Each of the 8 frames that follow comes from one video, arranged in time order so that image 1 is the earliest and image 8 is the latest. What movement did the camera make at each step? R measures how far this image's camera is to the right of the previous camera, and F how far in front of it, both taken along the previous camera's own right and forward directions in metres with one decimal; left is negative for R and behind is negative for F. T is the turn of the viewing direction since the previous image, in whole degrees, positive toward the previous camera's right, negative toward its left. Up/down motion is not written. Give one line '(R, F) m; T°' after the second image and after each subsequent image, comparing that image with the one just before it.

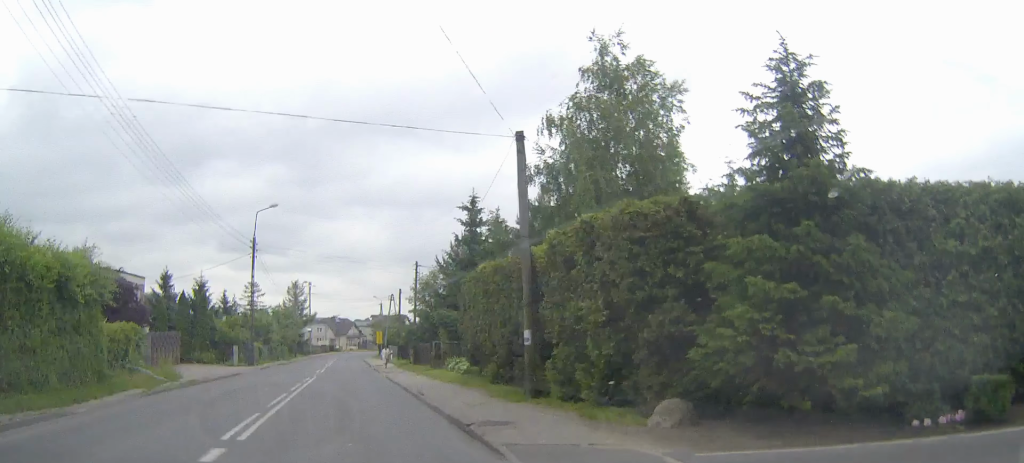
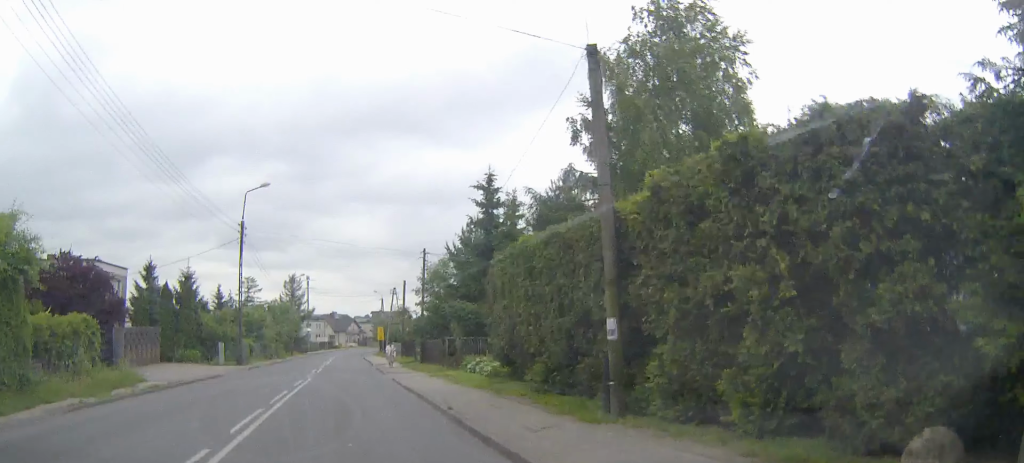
(0.0, +5.4) m; 0°
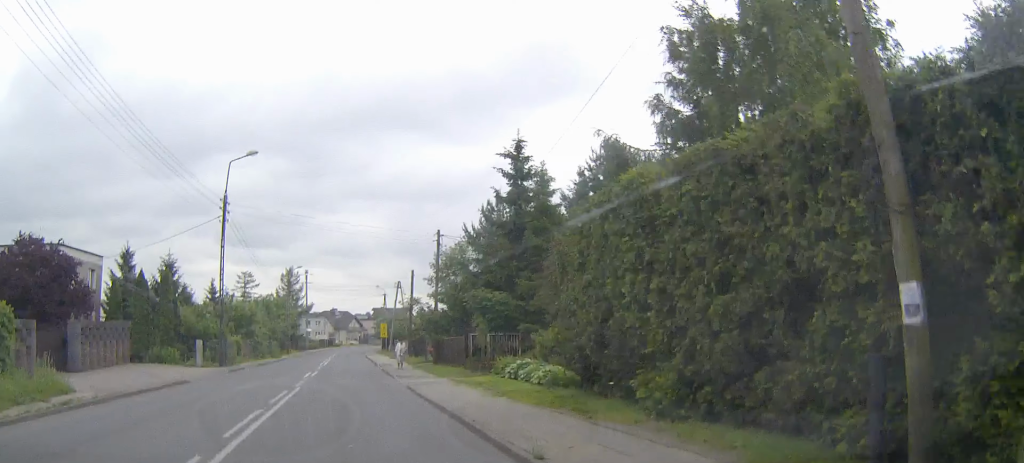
(0.0, +6.5) m; 0°
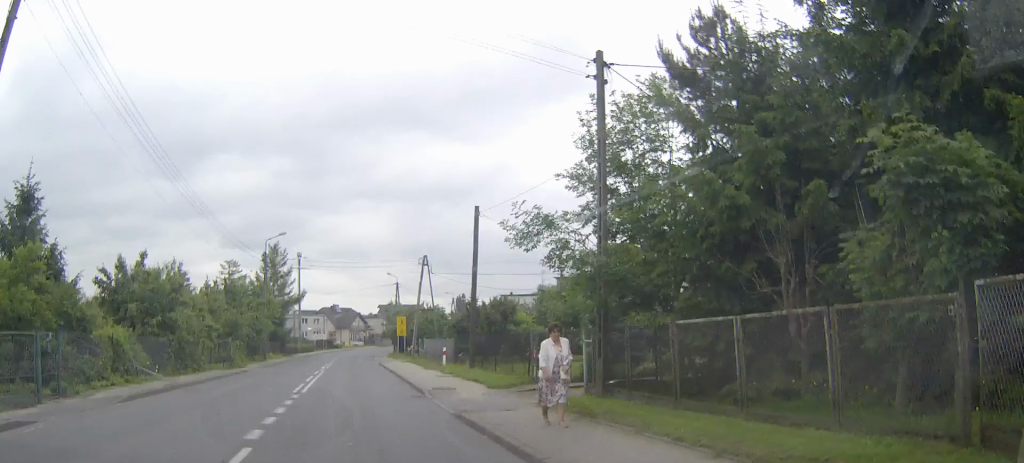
(+0.1, +26.1) m; +1°
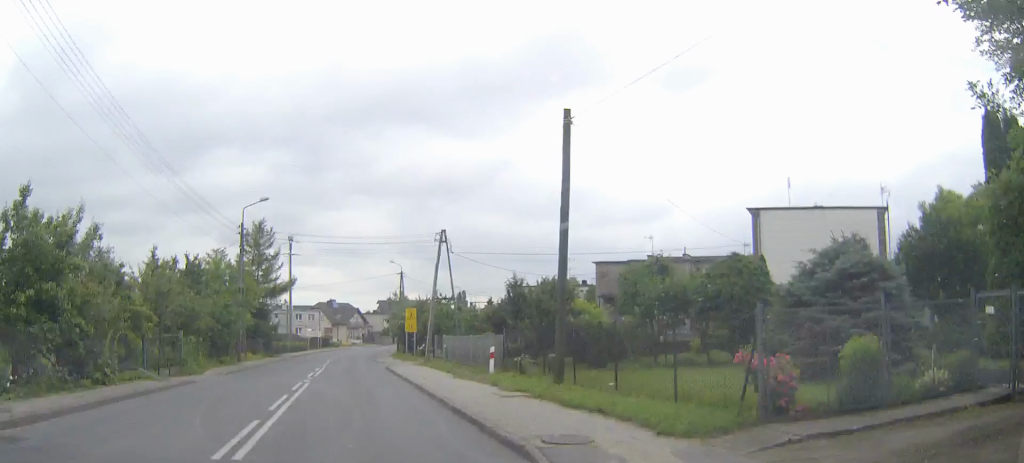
(0.0, +12.0) m; 0°
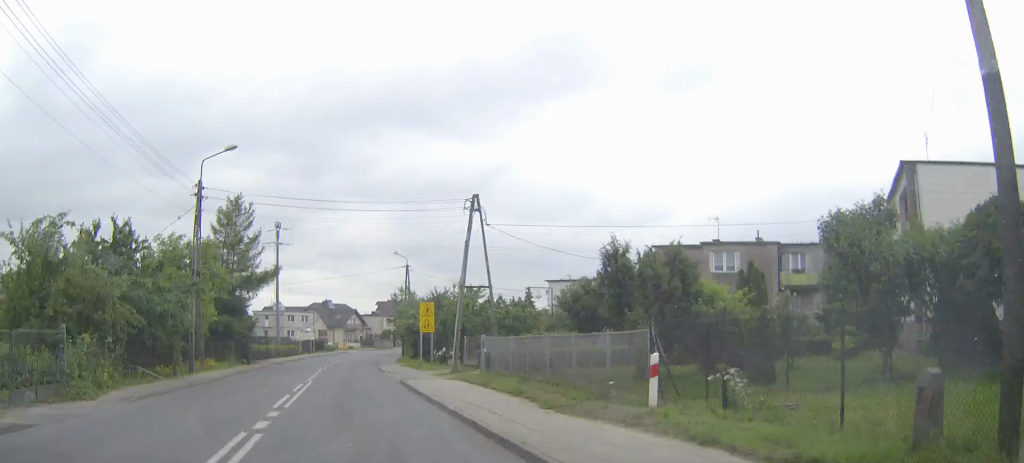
(0.0, +12.9) m; 0°
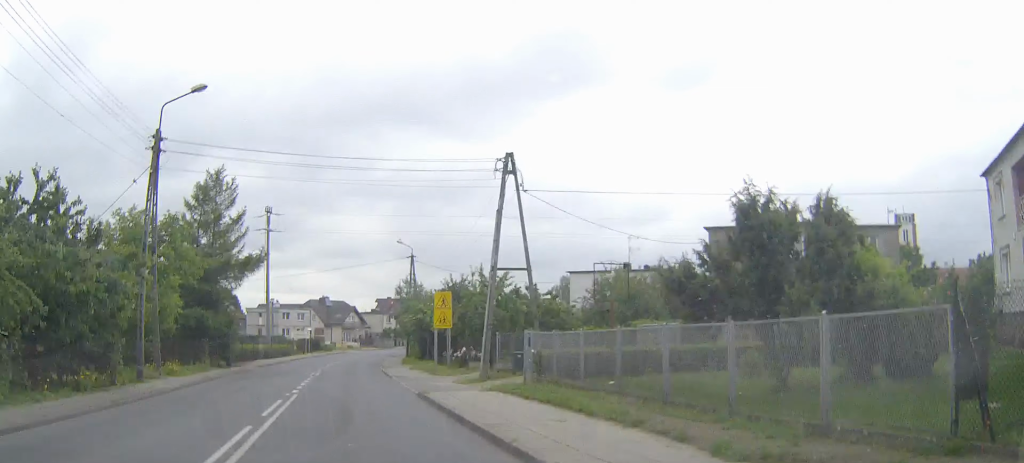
(0.0, +7.7) m; 0°
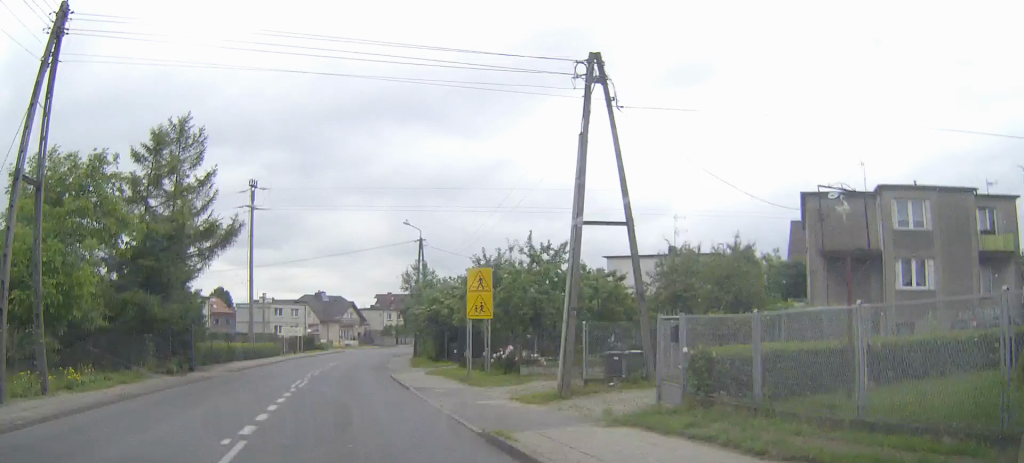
(0.0, +10.2) m; 0°
